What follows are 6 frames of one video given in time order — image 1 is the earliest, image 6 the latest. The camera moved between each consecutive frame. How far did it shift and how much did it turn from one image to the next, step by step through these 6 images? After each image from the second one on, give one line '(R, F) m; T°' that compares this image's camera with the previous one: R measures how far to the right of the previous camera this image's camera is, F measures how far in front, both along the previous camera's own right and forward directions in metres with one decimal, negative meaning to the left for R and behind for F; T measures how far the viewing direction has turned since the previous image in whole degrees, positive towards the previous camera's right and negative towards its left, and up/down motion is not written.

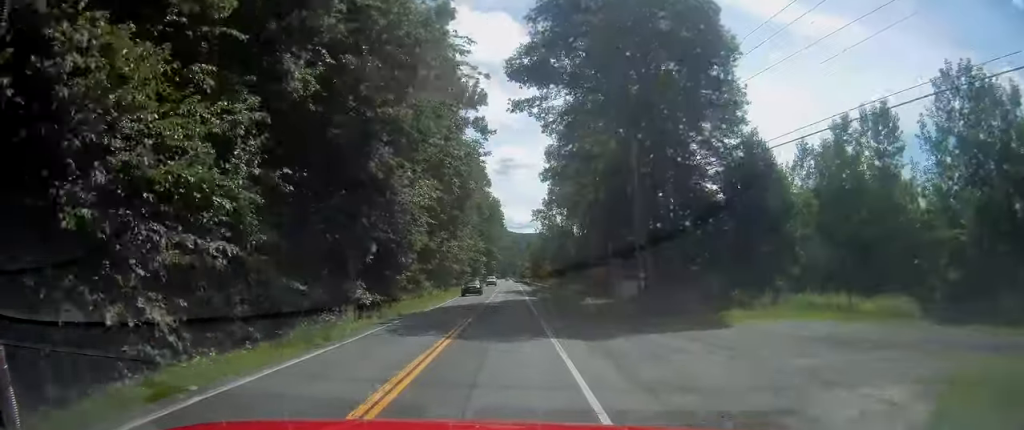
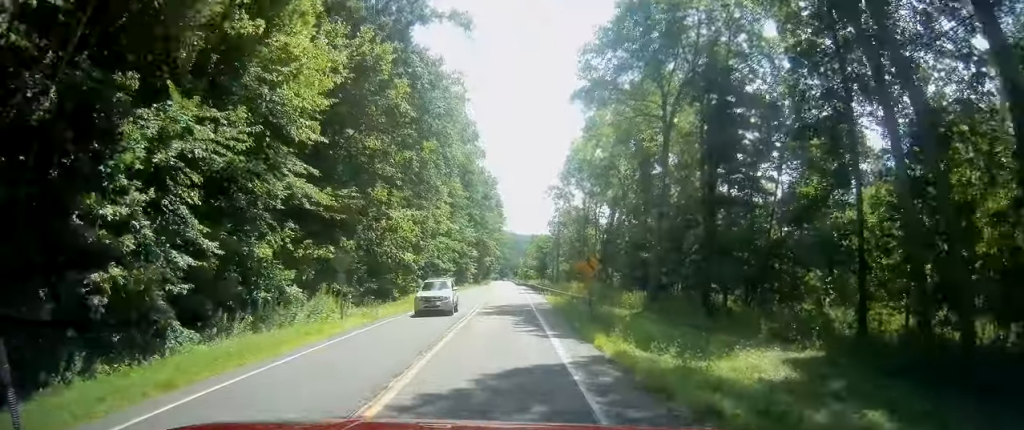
(-0.4, +34.9) m; -1°
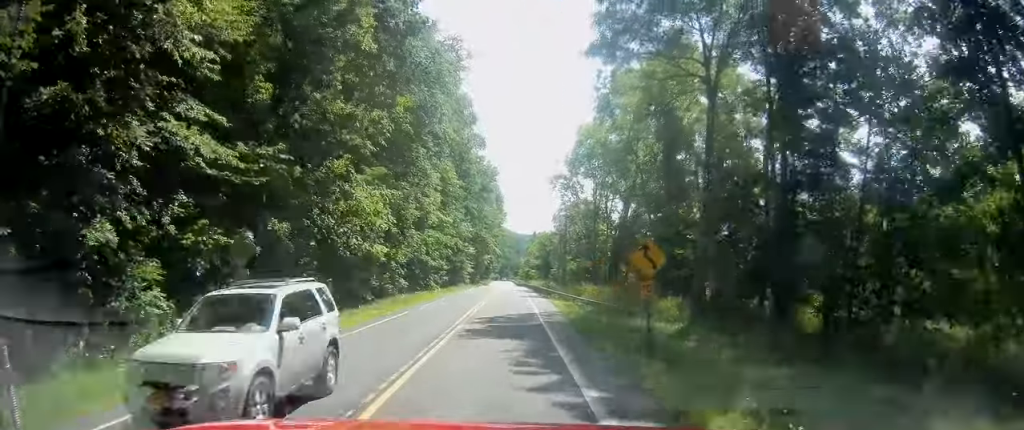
(0.0, +9.9) m; 0°
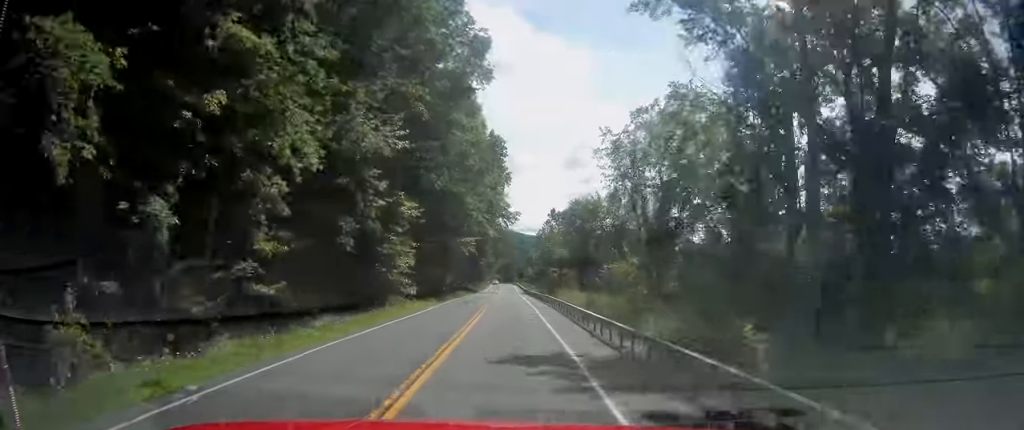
(+0.4, +58.7) m; +1°
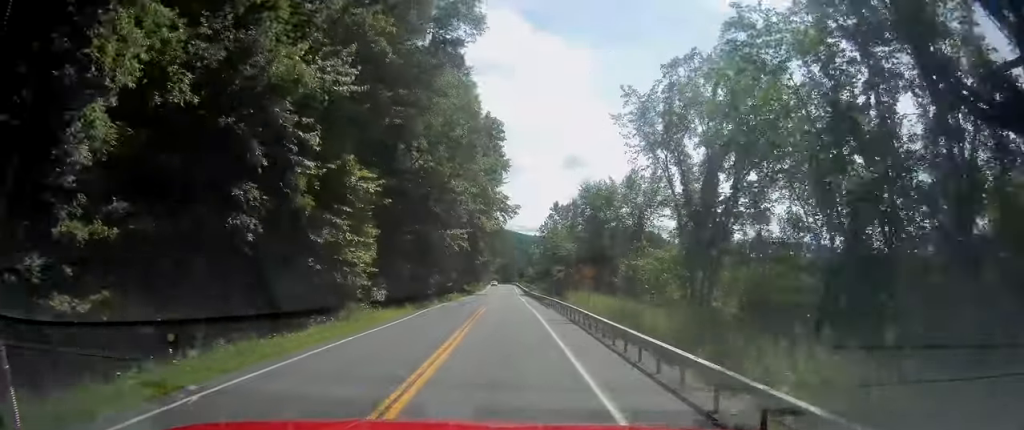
(-0.1, +10.2) m; 0°
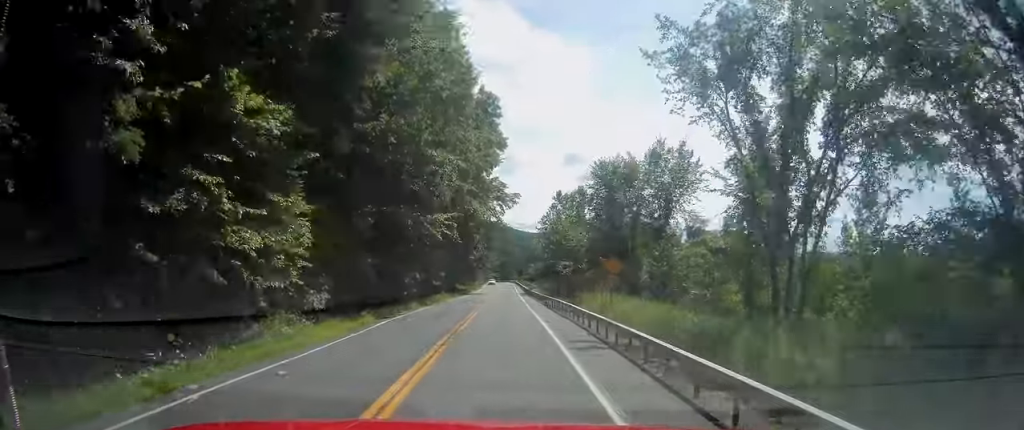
(0.0, +10.2) m; 0°
